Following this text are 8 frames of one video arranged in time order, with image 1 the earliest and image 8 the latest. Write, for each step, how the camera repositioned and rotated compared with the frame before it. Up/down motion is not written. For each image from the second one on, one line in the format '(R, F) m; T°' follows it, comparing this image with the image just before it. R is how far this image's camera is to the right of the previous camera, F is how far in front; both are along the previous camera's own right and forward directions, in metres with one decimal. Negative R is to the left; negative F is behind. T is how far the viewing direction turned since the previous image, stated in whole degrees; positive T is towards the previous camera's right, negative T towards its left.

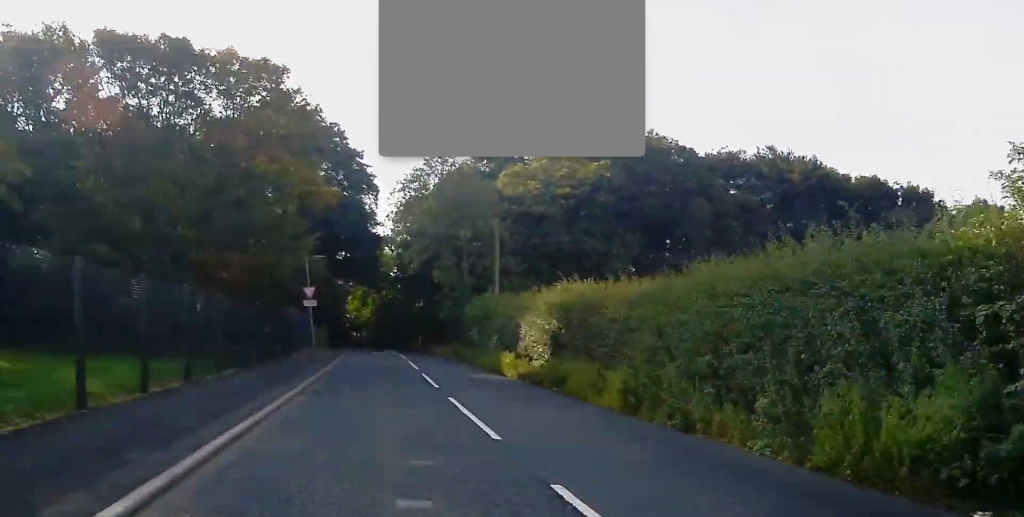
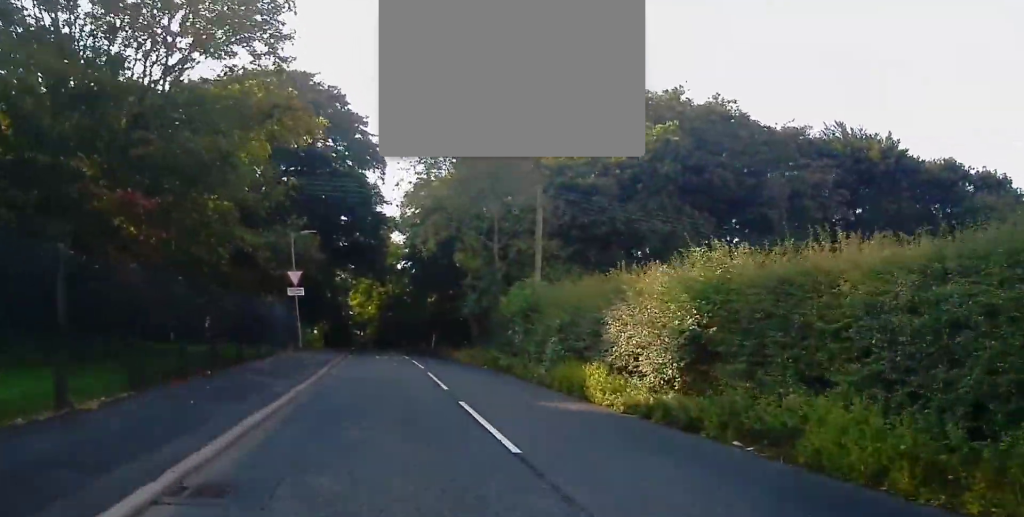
(0.0, +10.4) m; -1°
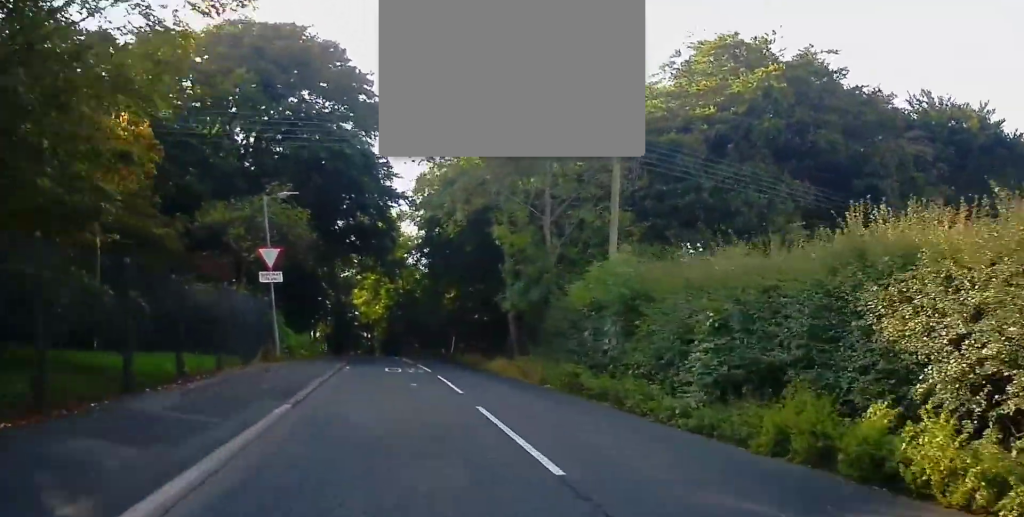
(-0.3, +10.1) m; -1°
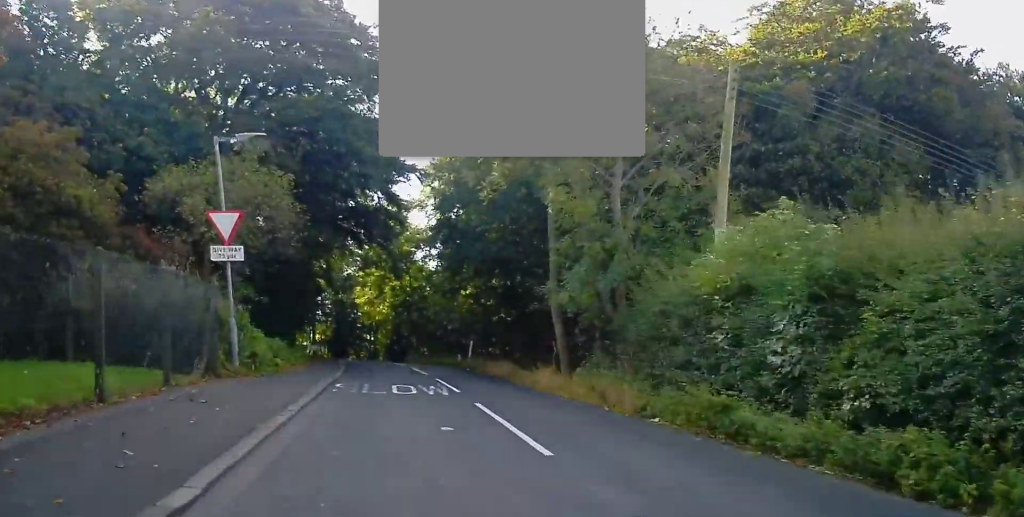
(+0.2, +7.9) m; 0°
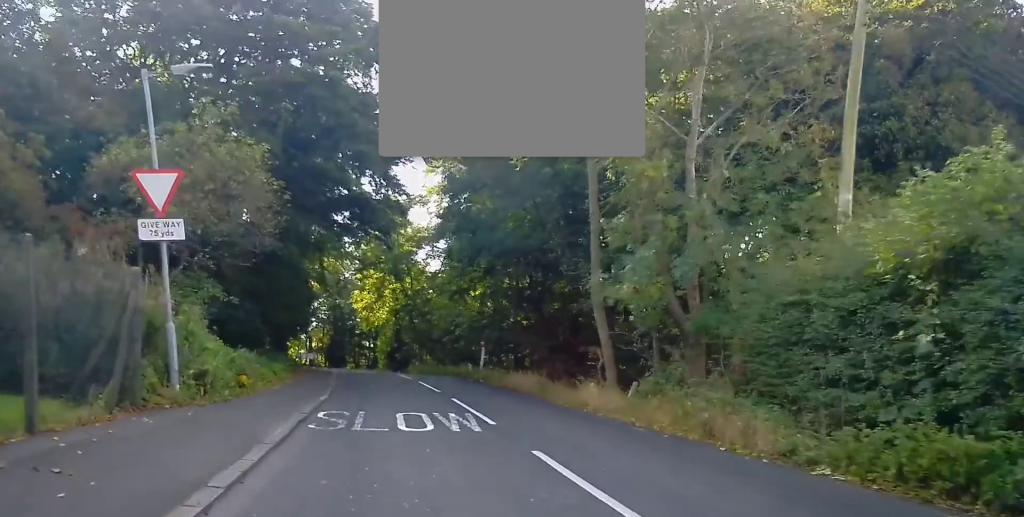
(0.0, +5.0) m; 0°
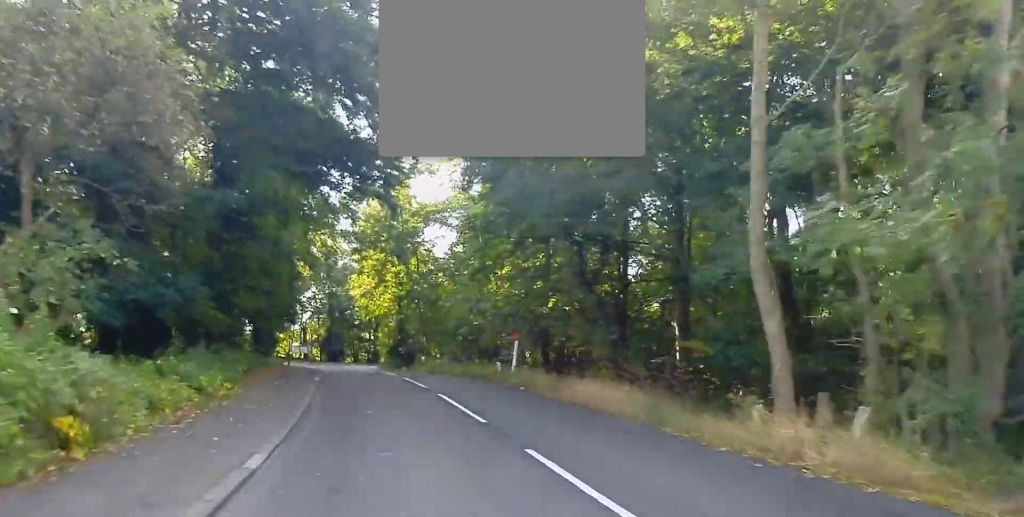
(-0.1, +9.0) m; -1°
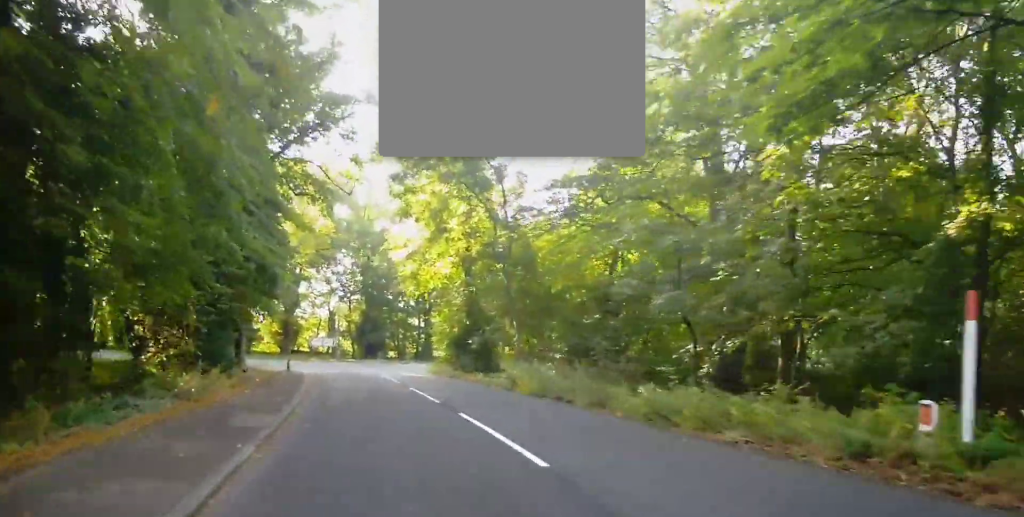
(0.0, +22.3) m; -2°
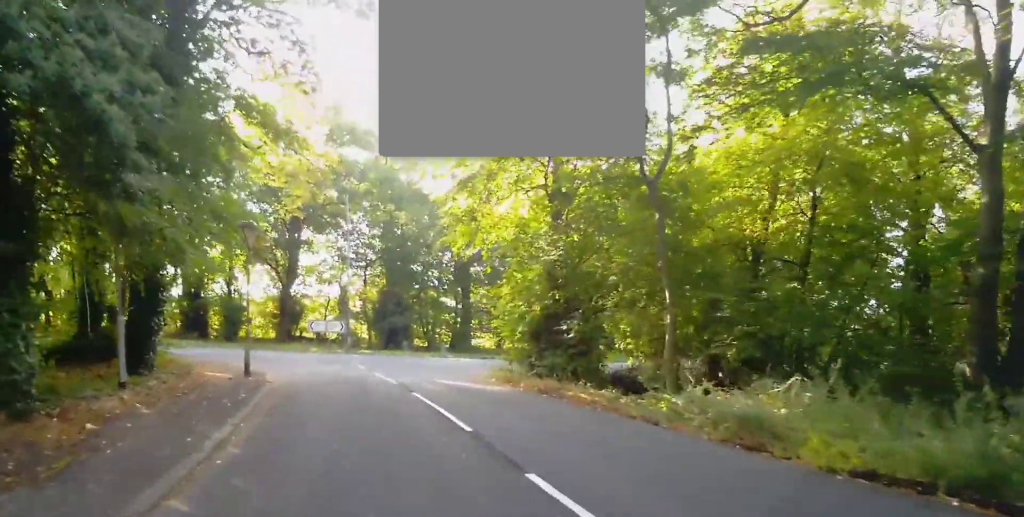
(-0.7, +14.9) m; -4°
